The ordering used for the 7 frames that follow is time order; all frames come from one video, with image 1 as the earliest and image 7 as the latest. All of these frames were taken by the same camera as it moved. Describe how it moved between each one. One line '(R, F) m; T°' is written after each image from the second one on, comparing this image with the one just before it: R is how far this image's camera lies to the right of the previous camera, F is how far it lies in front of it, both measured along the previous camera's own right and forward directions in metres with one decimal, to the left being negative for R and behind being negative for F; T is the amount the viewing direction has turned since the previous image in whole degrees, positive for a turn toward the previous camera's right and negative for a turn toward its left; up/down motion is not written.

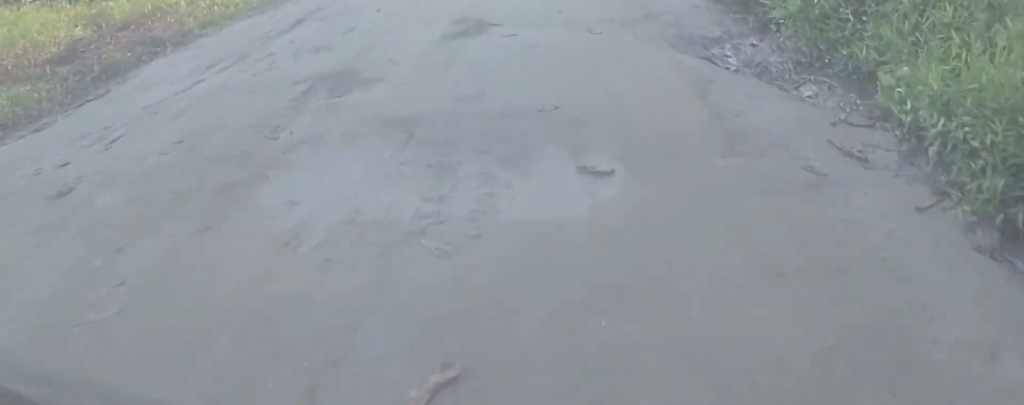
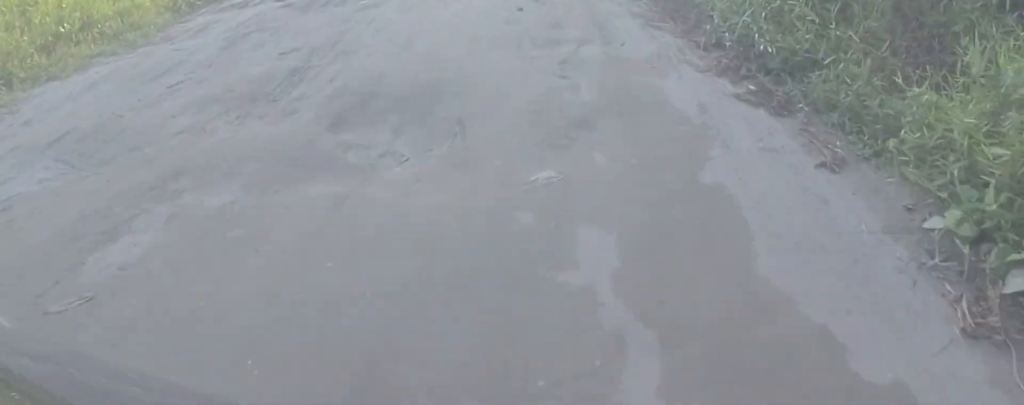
(-0.6, +8.9) m; +2°
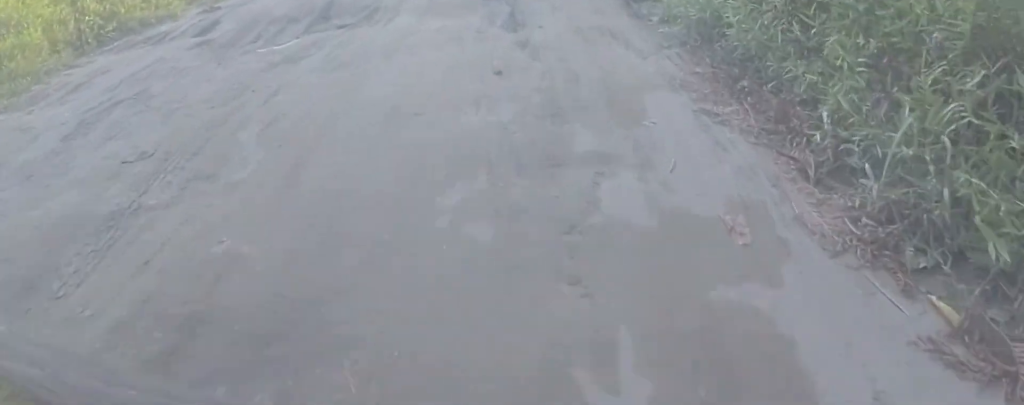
(+0.3, +2.0) m; 0°
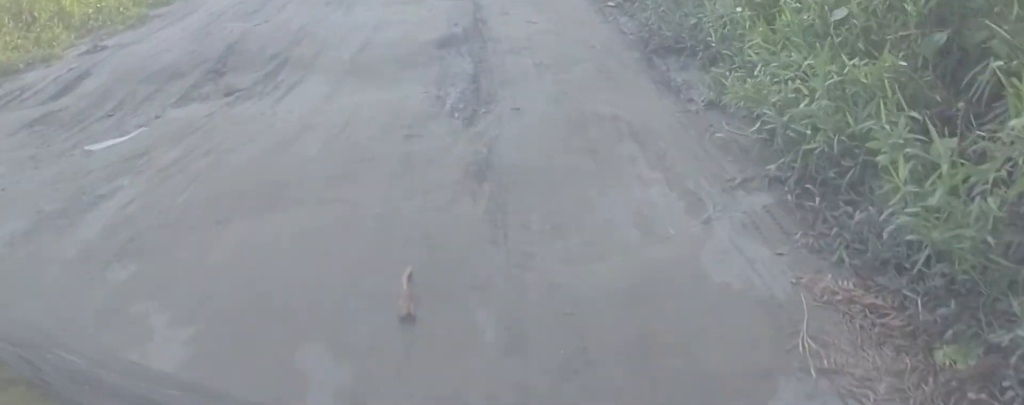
(-0.1, +2.1) m; -4°
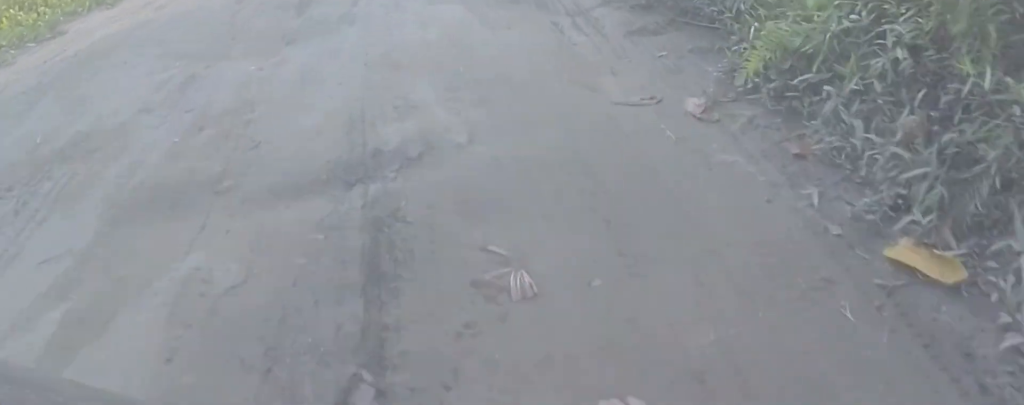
(-0.8, +4.9) m; -12°
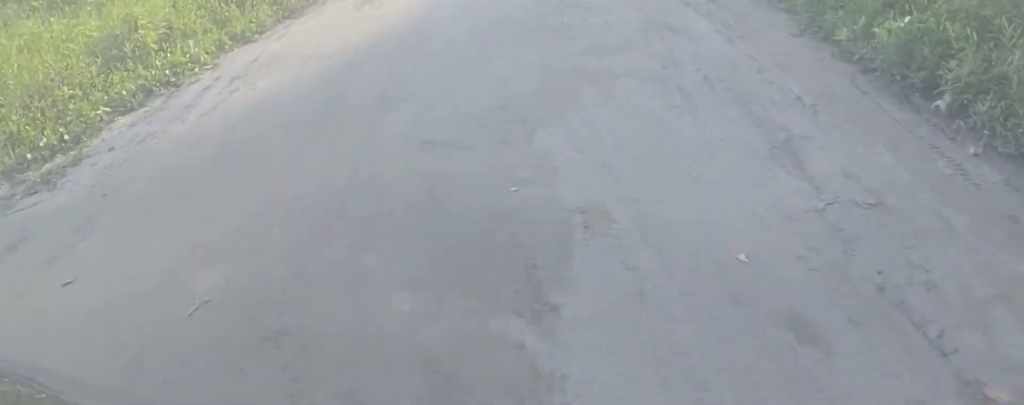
(-0.3, +7.1) m; -20°
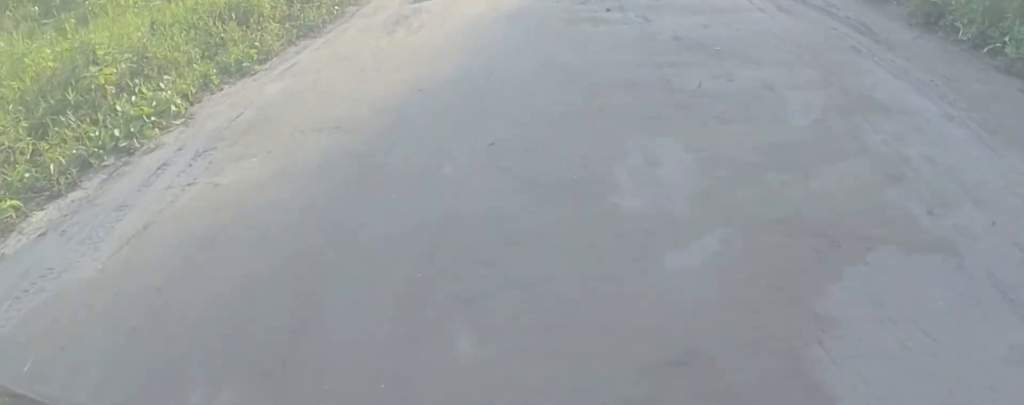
(-0.7, +2.4) m; +1°
